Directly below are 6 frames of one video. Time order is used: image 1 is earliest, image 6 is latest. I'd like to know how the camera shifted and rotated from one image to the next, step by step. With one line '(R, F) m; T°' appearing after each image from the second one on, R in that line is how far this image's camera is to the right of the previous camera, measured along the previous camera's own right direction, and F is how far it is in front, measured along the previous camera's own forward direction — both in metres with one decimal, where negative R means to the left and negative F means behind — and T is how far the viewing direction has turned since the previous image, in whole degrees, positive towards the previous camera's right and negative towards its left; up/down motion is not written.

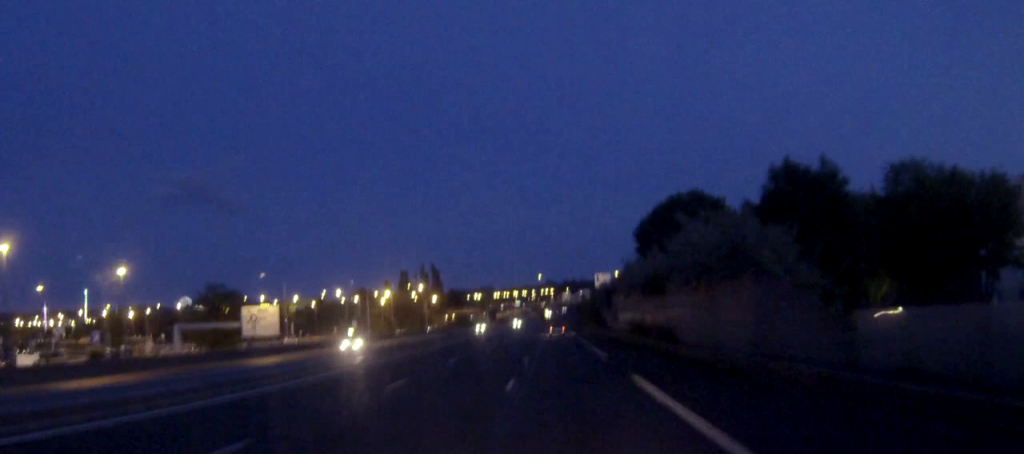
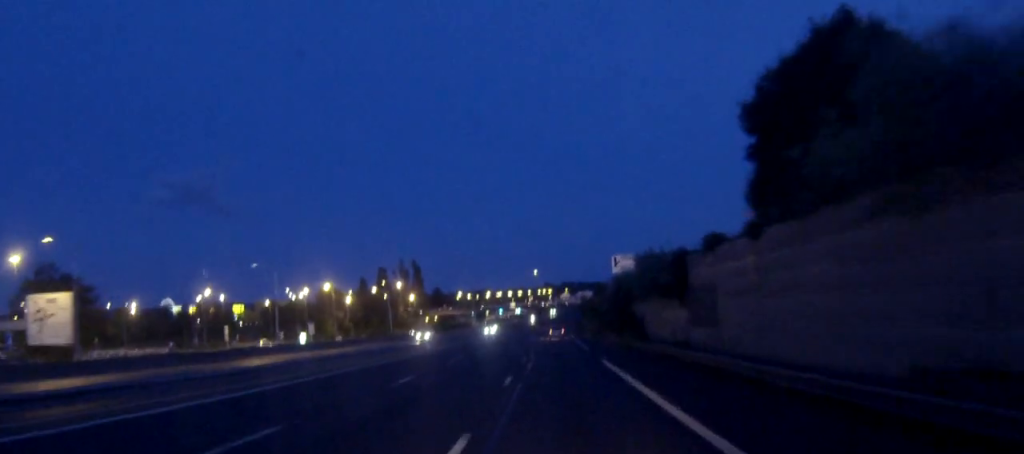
(0.0, +36.8) m; 0°
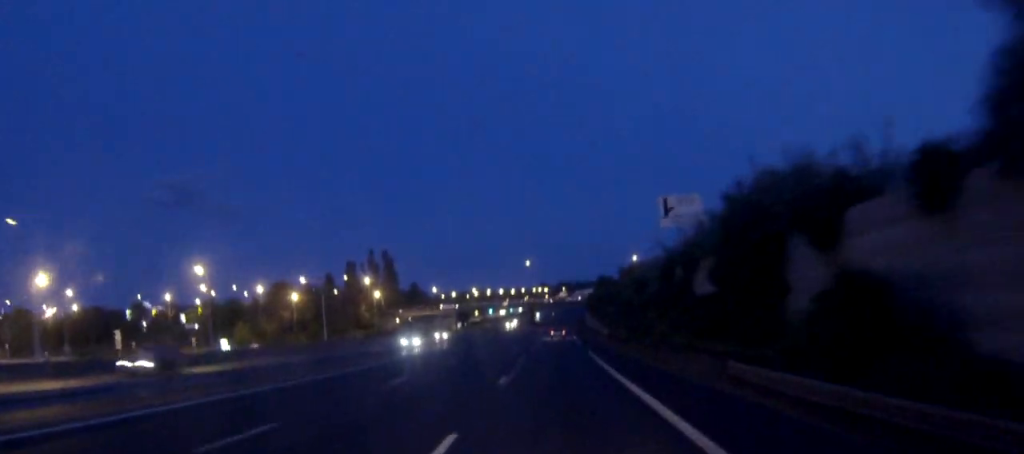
(+0.2, +38.8) m; 0°
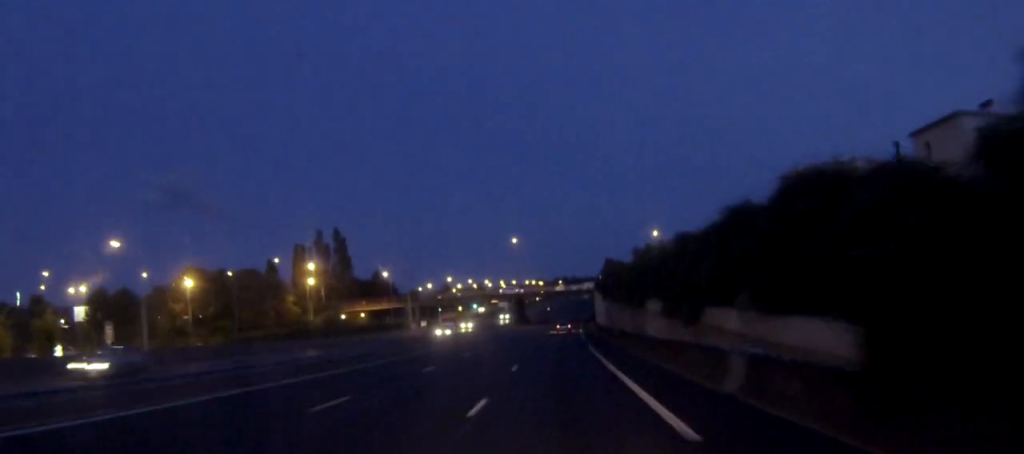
(+0.1, +46.5) m; 0°
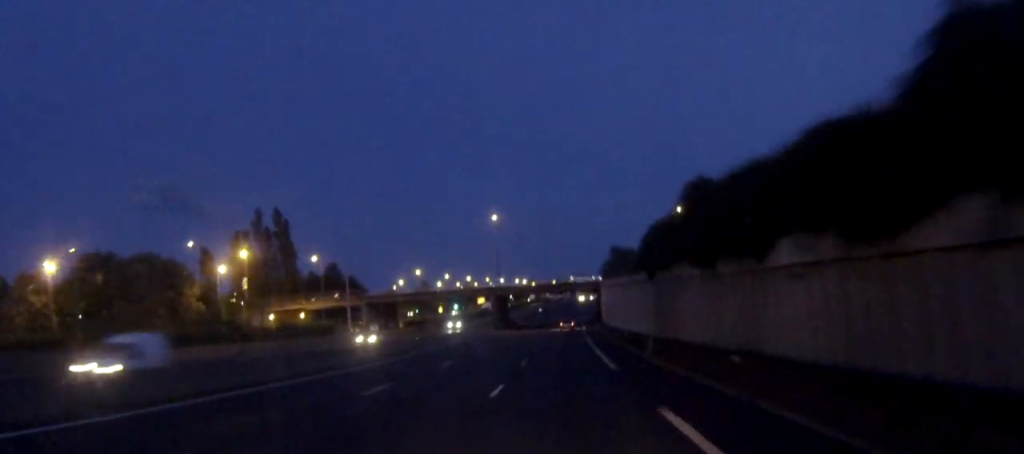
(0.0, +34.9) m; 0°
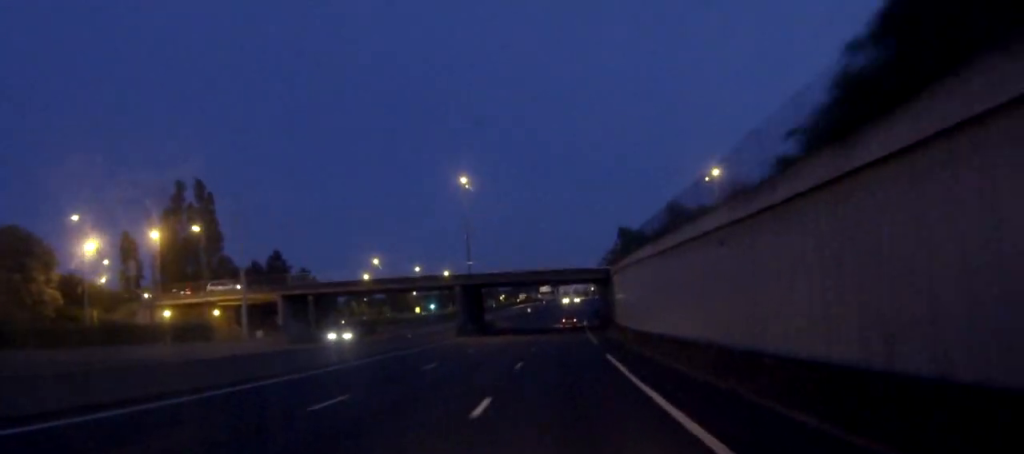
(+0.2, +30.3) m; +1°
